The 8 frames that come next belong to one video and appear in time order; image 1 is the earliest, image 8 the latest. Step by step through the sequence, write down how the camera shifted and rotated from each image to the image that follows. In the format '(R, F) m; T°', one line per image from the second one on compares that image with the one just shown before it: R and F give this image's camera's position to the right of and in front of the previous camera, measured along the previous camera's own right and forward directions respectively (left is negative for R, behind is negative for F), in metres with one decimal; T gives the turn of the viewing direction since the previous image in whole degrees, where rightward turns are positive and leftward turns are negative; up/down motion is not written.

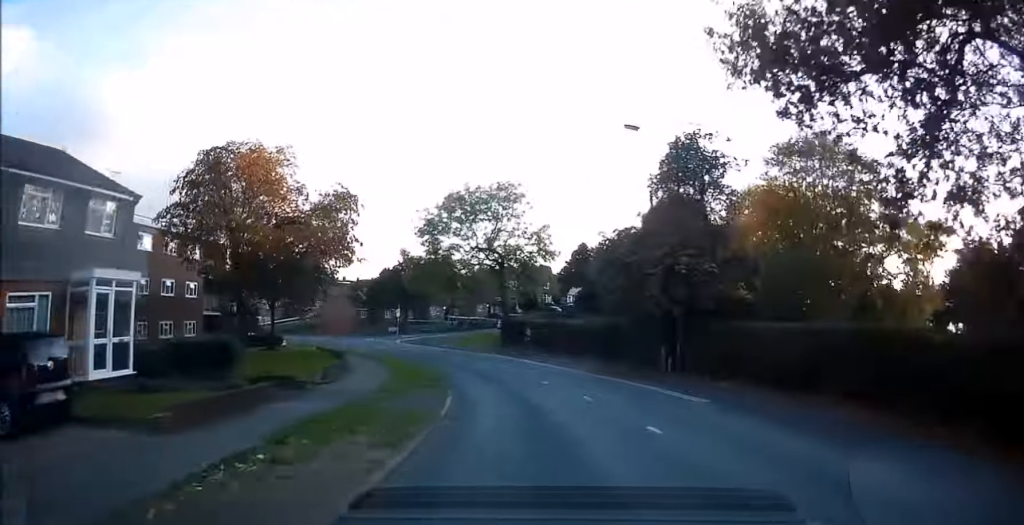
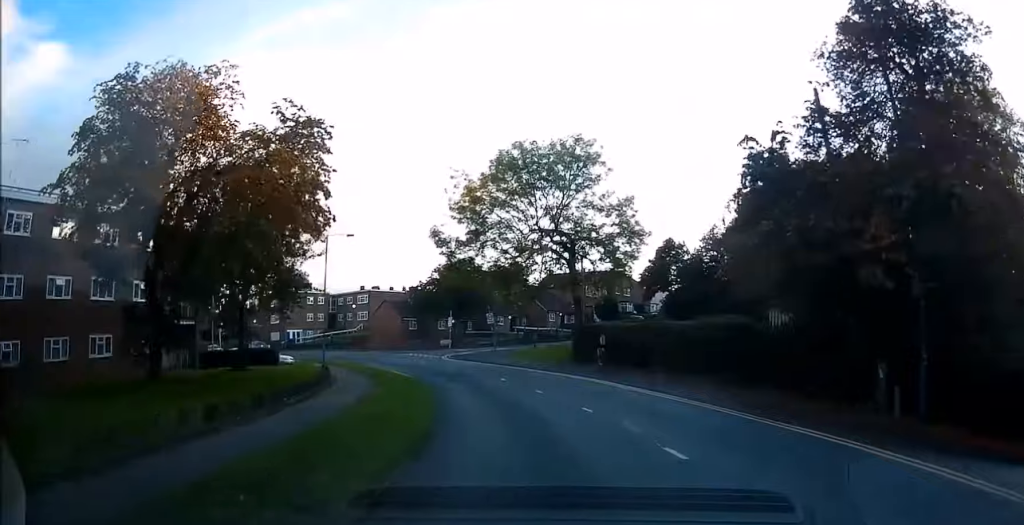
(-0.6, +13.4) m; -6°
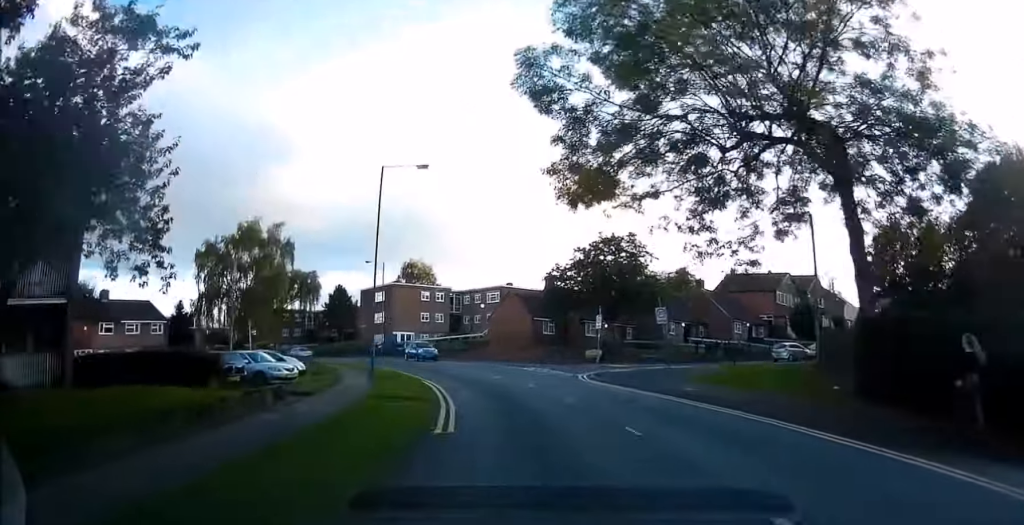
(-2.1, +21.2) m; -14°
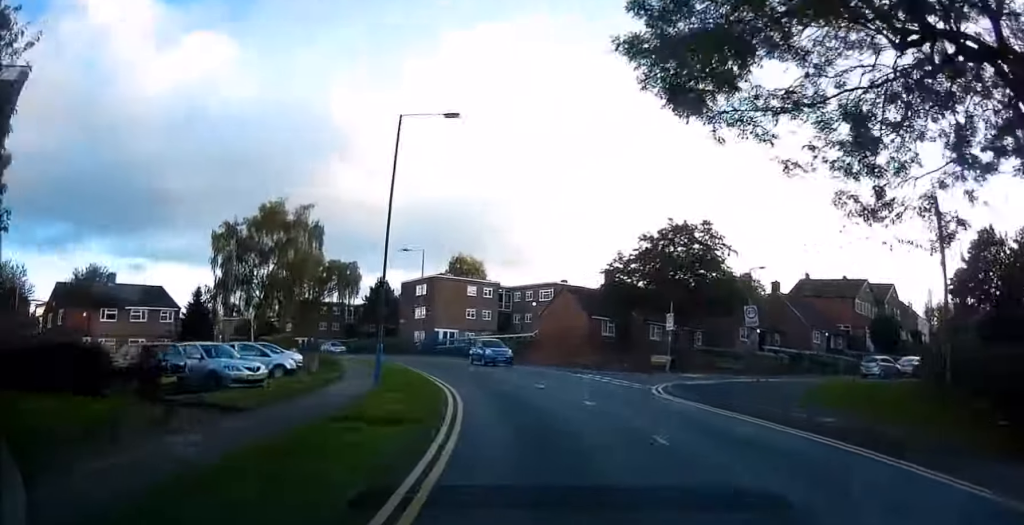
(-0.5, +7.1) m; -5°
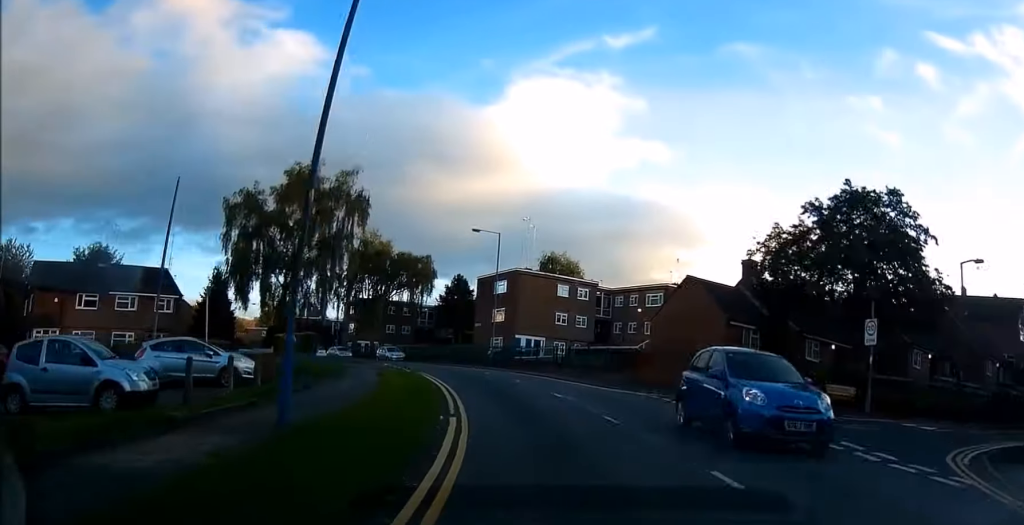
(-1.1, +13.9) m; -8°
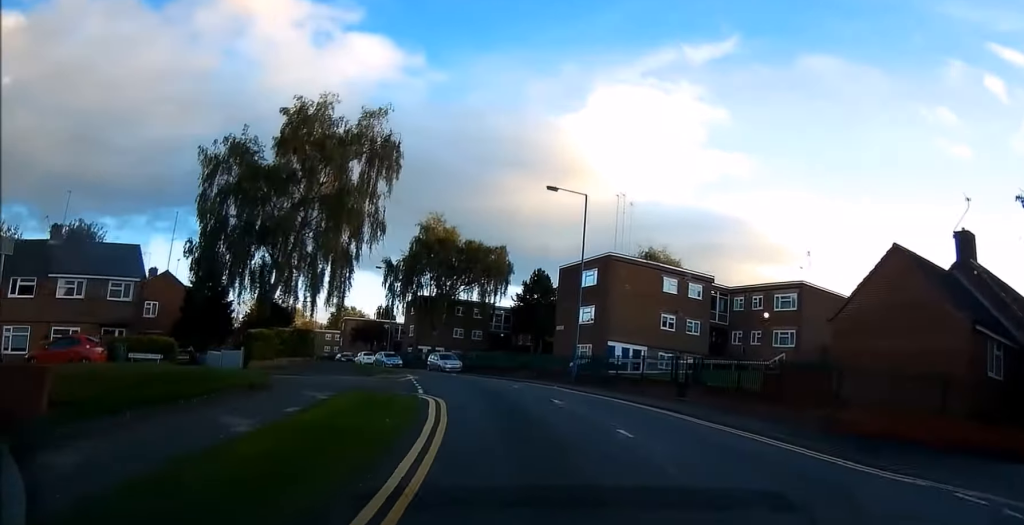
(-1.0, +14.0) m; -8°
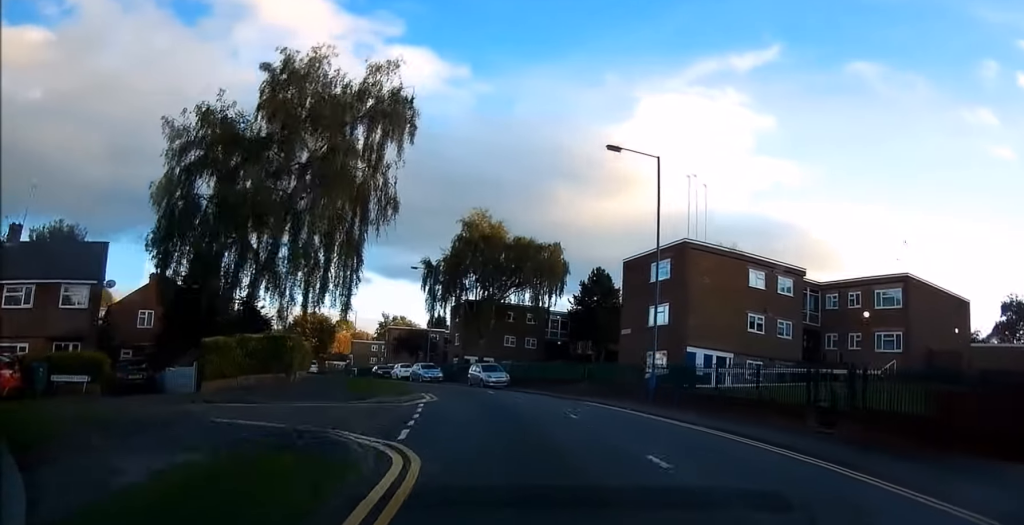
(+0.1, +8.1) m; -5°
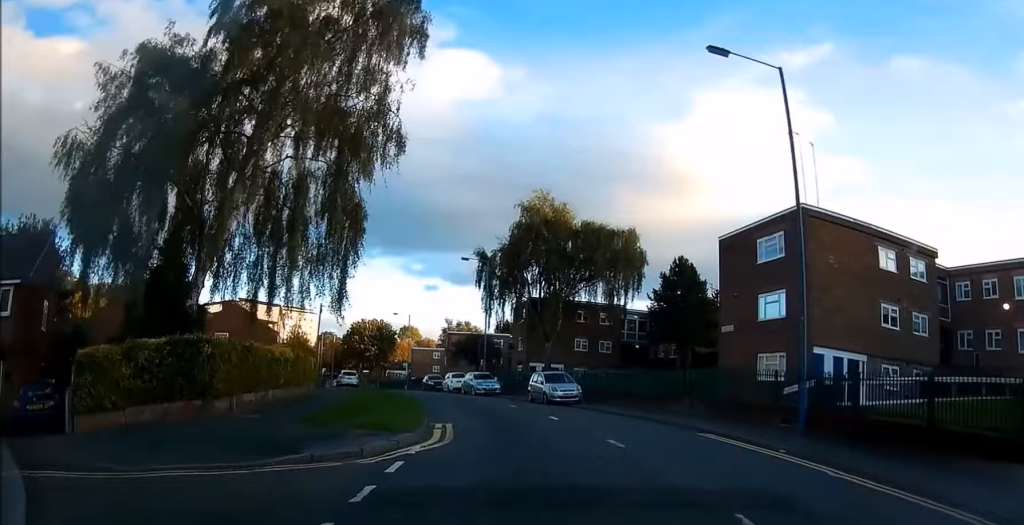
(-0.9, +8.9) m; -7°
